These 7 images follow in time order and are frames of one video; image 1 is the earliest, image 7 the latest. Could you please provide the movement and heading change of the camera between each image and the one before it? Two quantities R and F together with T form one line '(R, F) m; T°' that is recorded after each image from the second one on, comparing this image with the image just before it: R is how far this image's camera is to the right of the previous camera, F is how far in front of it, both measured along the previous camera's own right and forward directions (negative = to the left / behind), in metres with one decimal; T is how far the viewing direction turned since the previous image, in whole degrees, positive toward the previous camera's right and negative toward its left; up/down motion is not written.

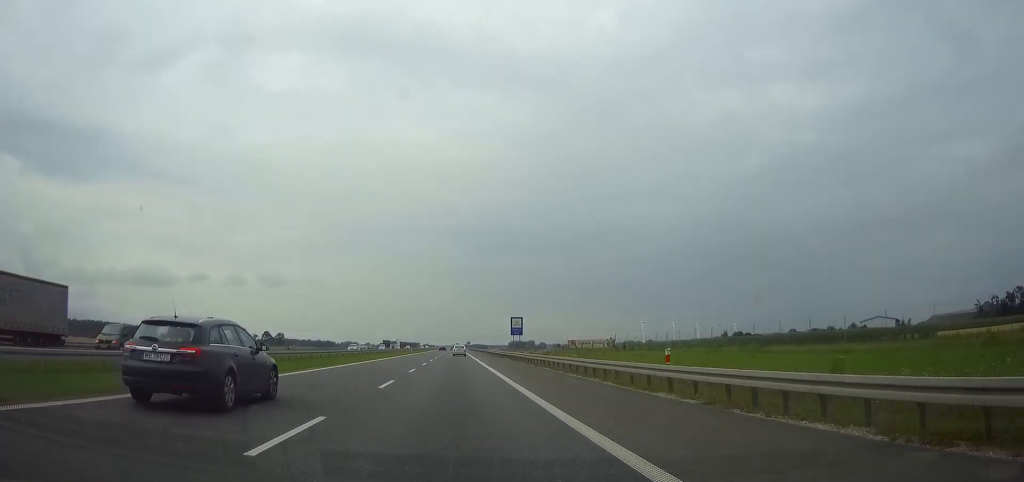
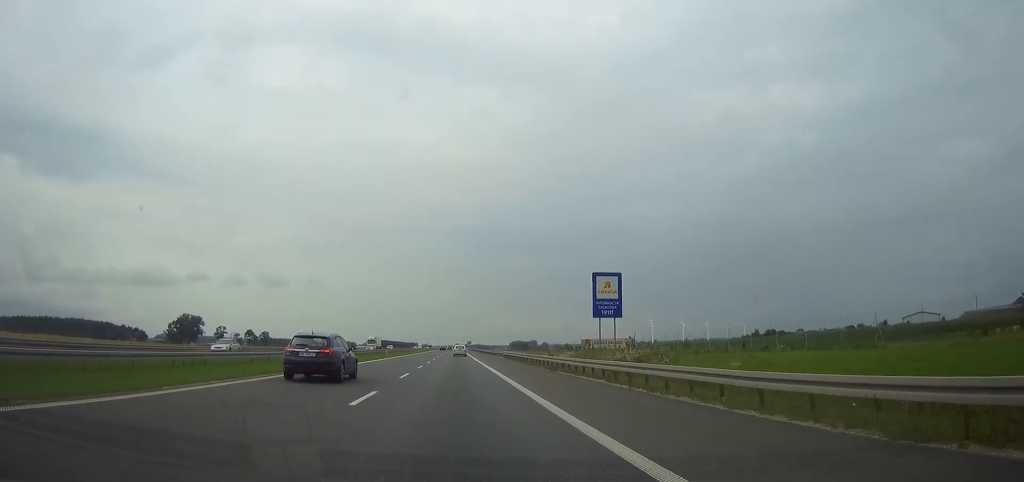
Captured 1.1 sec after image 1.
(0.0, +41.1) m; 0°
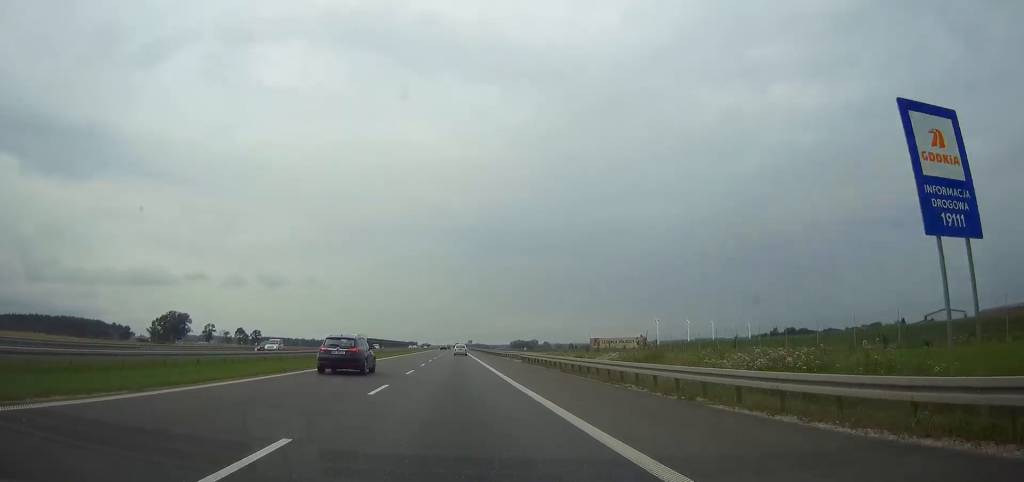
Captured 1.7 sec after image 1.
(0.0, +20.6) m; 0°
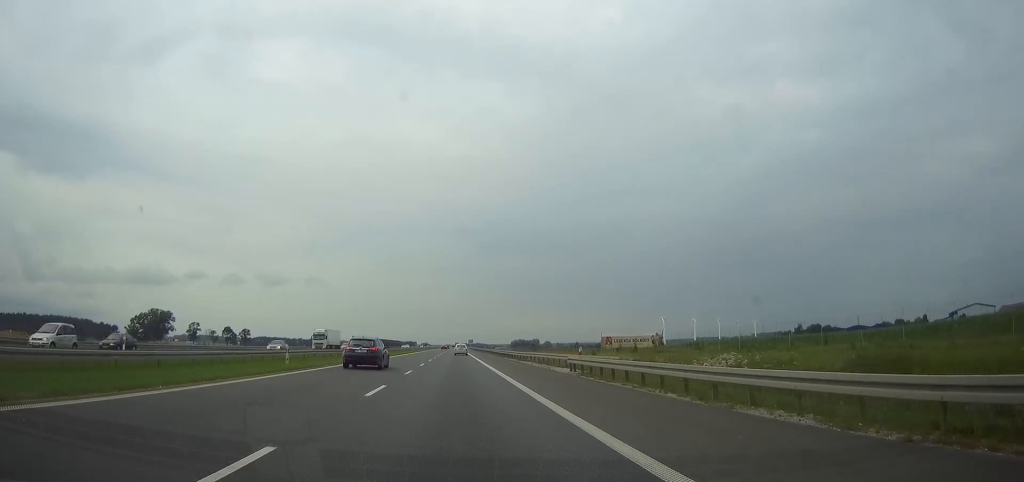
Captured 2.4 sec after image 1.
(0.0, +24.3) m; 0°
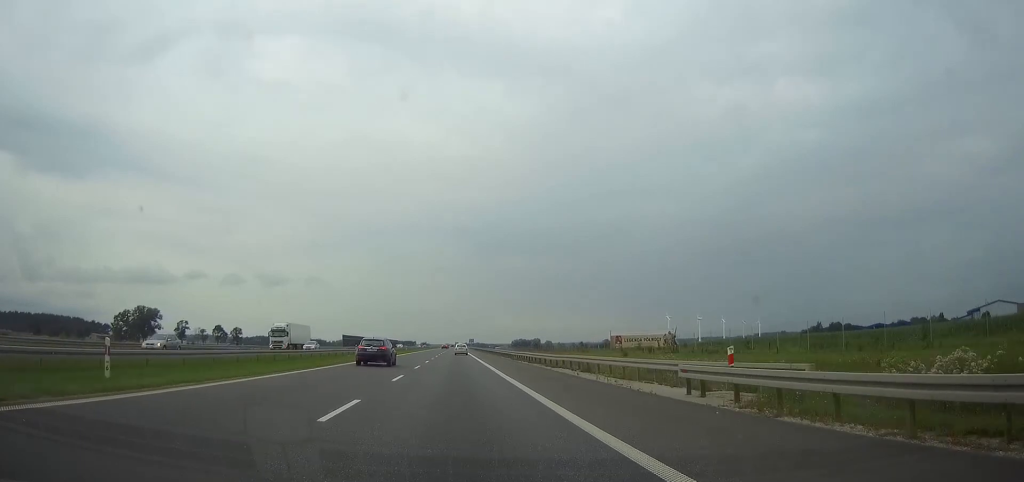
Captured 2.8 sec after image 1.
(0.0, +17.1) m; 0°
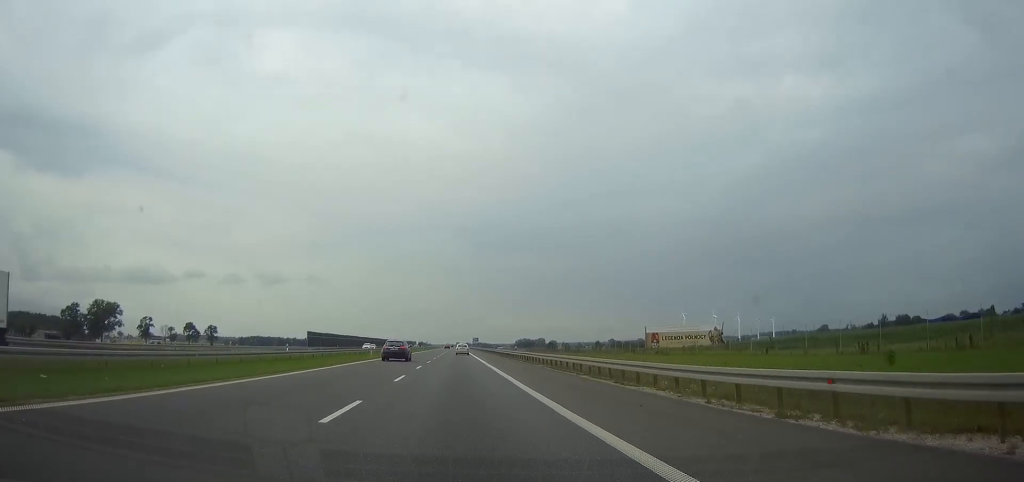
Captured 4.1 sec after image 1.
(0.0, +47.7) m; 0°
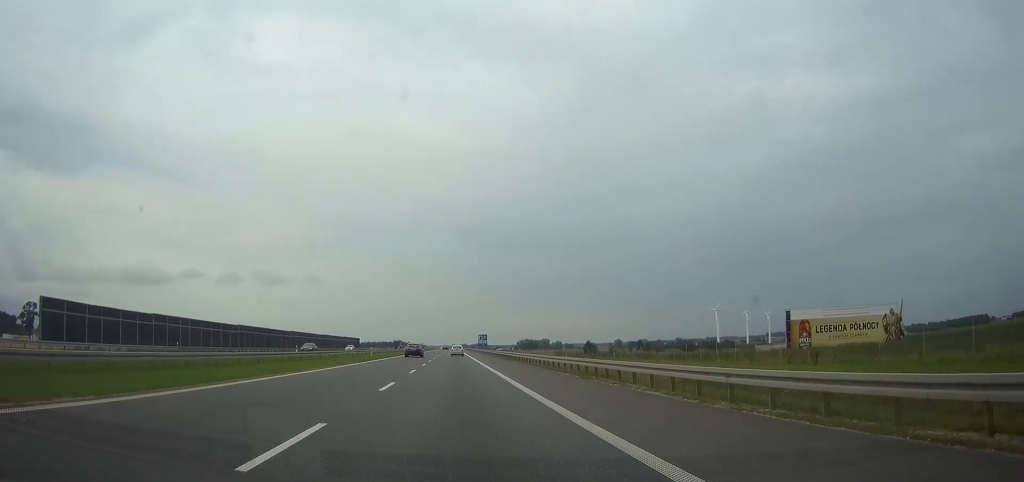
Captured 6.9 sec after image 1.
(0.0, +101.0) m; 0°
